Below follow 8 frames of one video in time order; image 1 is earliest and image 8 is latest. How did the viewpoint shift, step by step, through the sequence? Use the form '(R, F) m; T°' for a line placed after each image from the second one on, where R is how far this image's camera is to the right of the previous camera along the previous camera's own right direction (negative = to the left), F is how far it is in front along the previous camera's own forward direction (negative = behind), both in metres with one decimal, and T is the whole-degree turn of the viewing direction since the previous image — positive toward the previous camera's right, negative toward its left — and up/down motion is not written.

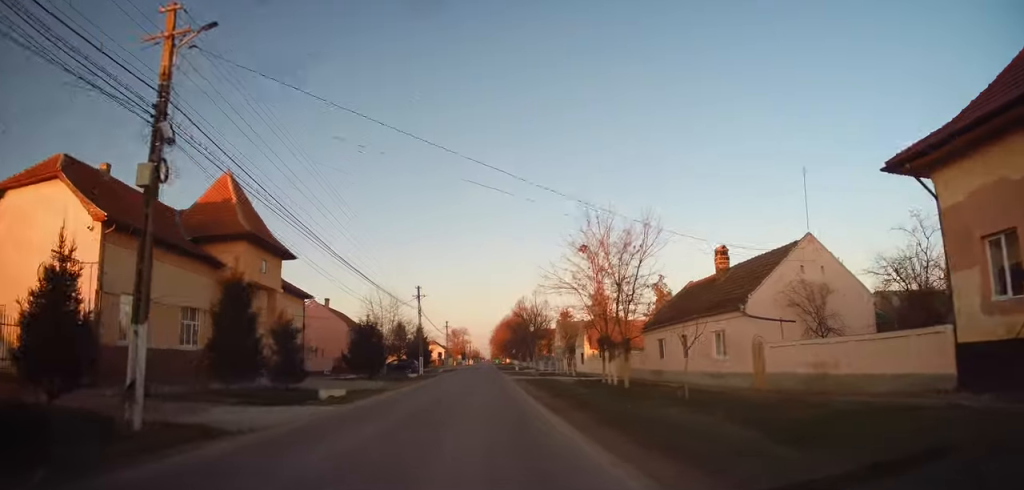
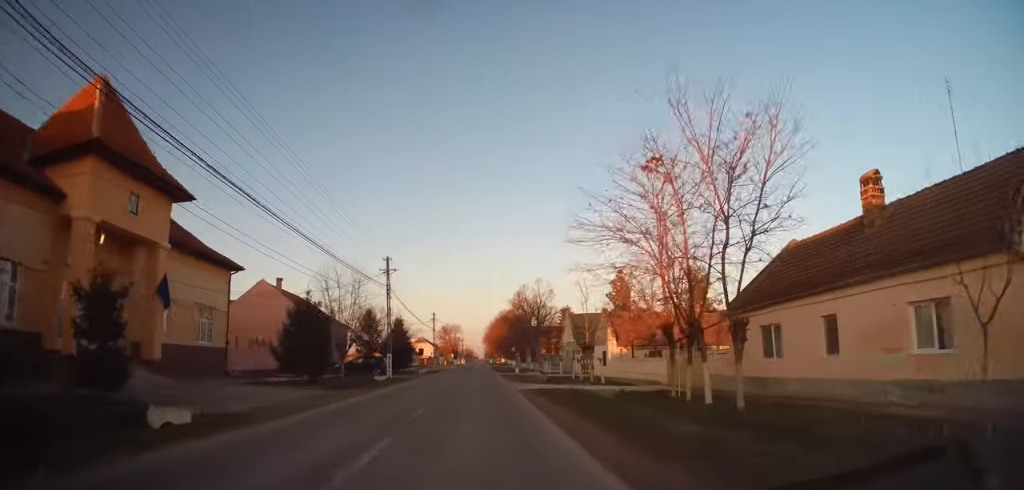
(+0.3, +12.7) m; +1°
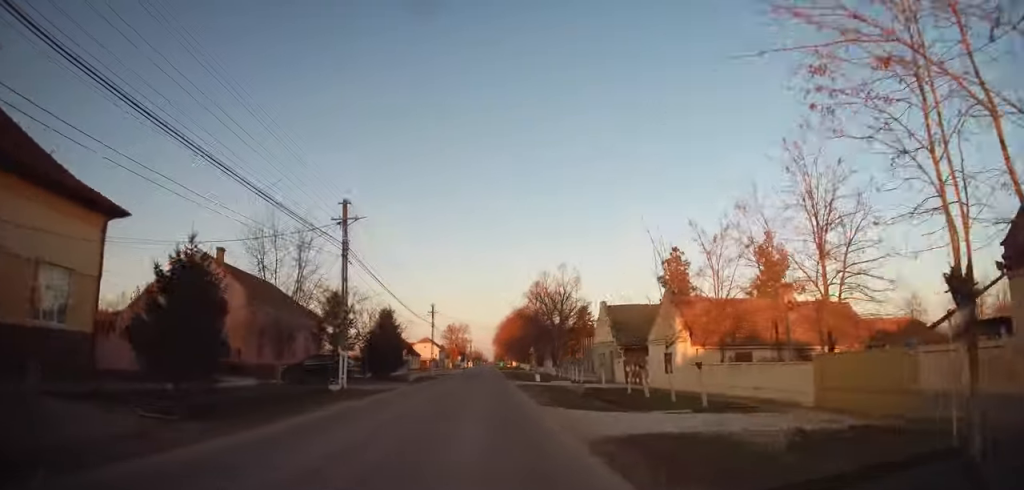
(-0.2, +13.2) m; -1°
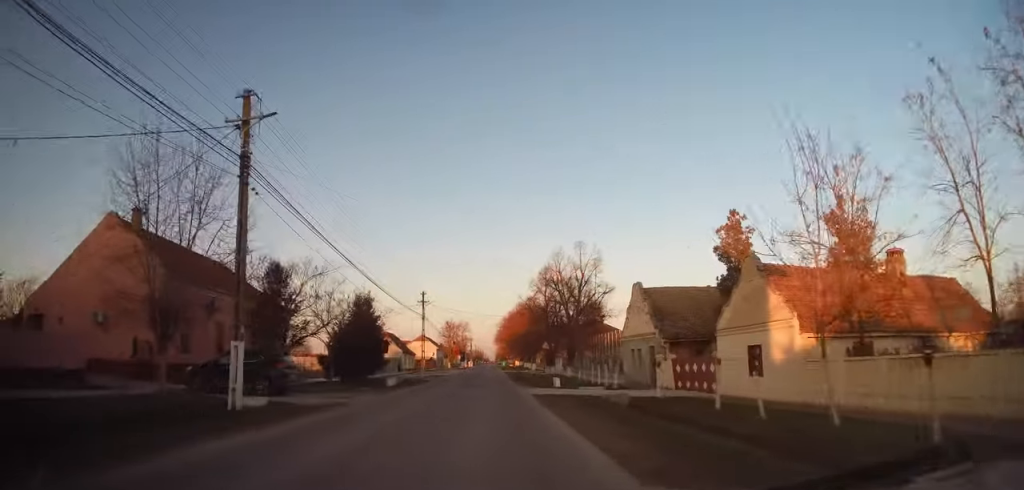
(0.0, +9.8) m; 0°
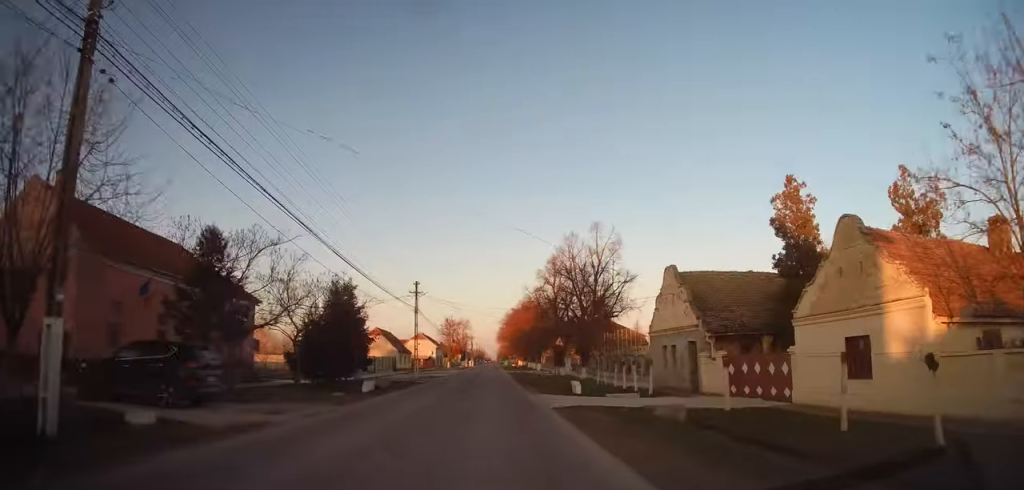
(0.0, +6.2) m; 0°
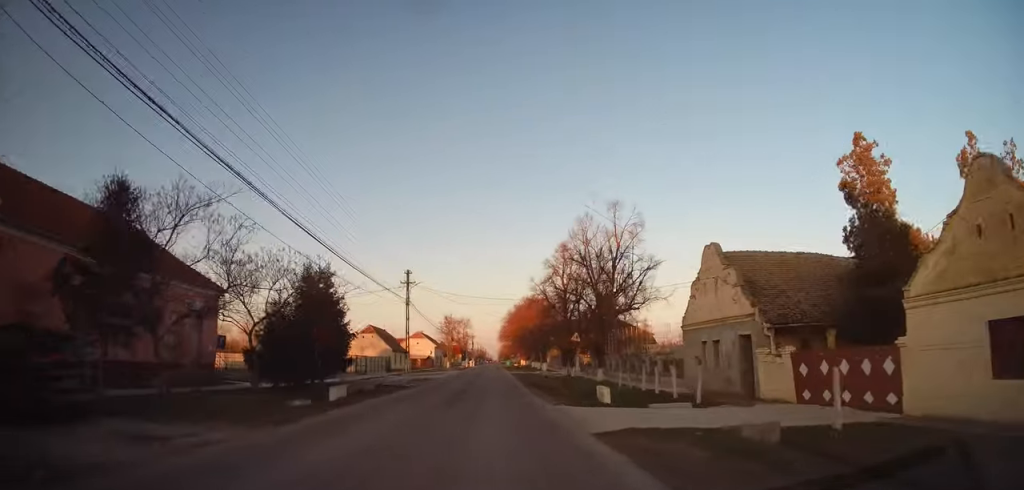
(0.0, +5.4) m; -1°
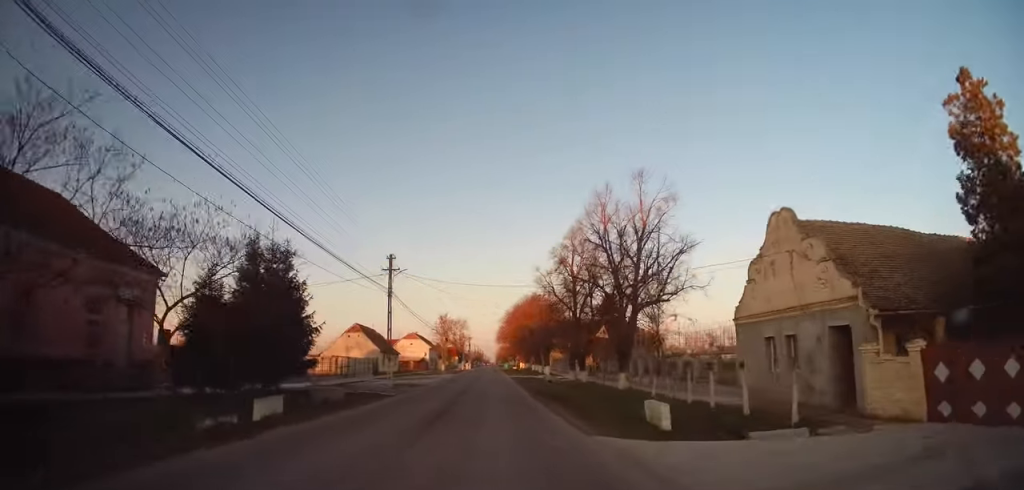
(0.0, +6.2) m; 0°
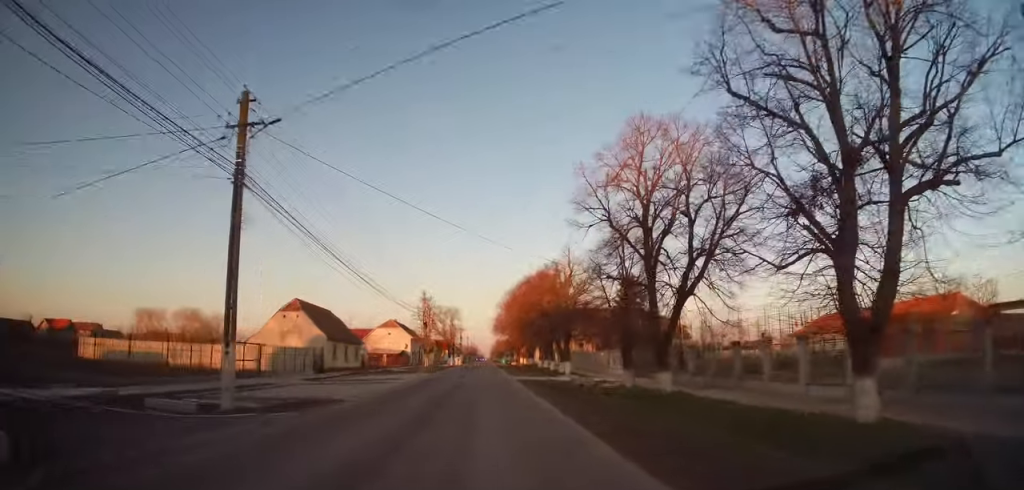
(+0.4, +19.7) m; +2°
